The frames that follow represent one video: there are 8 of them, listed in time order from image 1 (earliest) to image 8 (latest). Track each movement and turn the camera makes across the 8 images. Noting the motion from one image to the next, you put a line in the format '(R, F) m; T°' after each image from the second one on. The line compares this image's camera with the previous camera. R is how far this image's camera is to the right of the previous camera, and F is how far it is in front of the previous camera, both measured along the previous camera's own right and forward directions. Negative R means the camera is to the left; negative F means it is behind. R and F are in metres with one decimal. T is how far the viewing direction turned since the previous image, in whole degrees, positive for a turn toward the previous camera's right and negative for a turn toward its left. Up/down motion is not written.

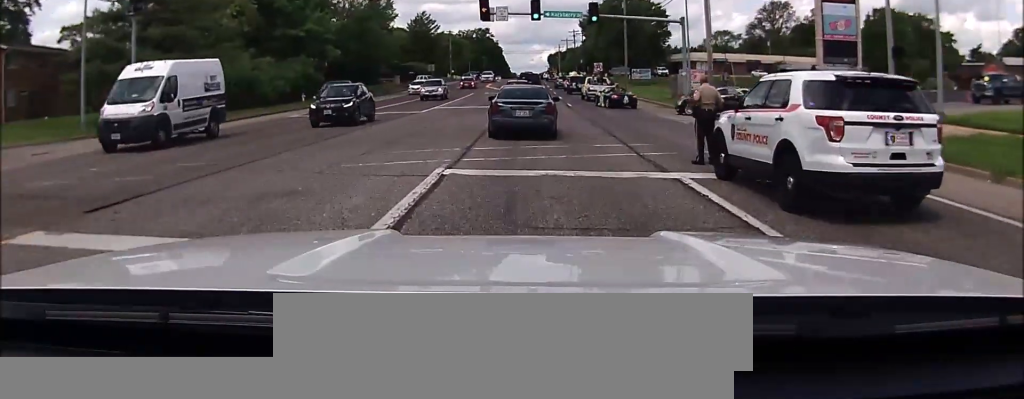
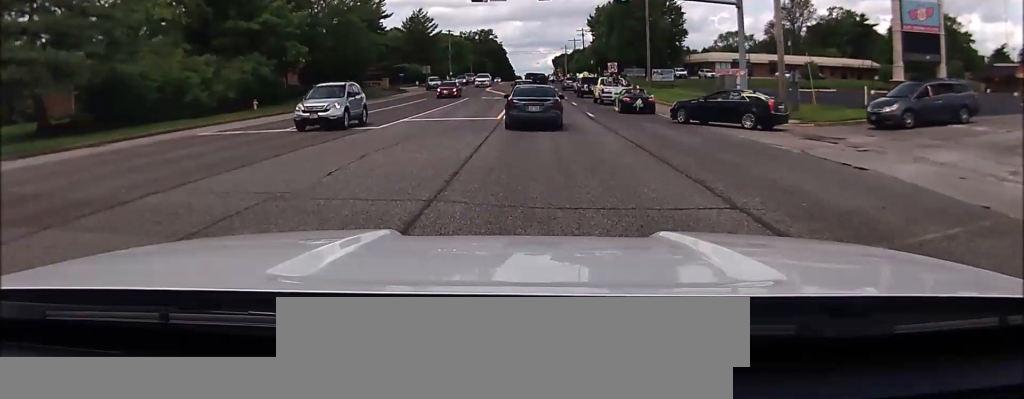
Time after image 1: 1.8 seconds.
(-0.3, +11.8) m; 0°
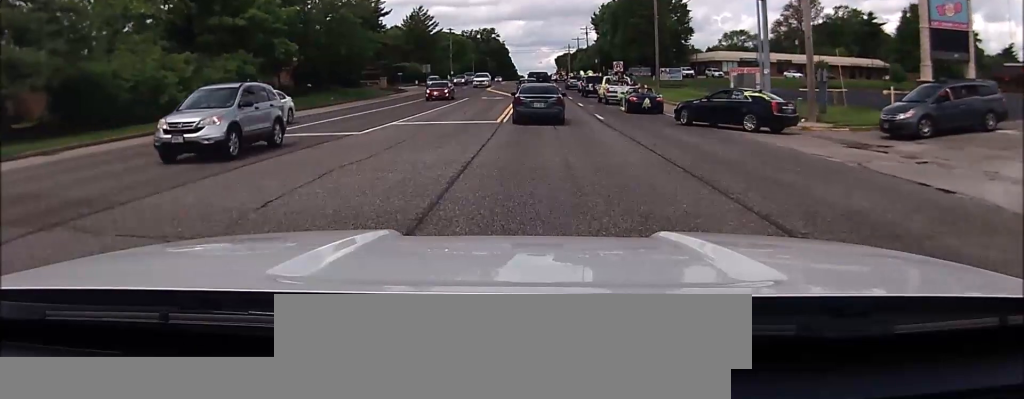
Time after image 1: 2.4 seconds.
(+0.2, +3.6) m; +1°
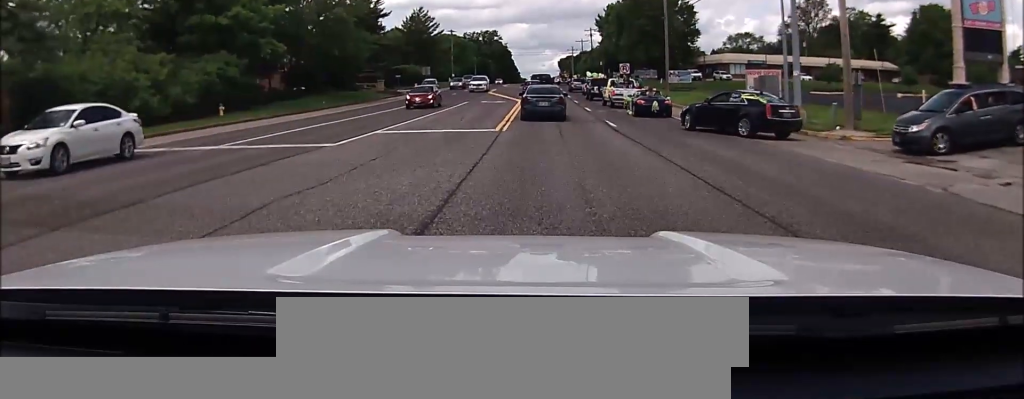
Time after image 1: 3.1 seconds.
(-0.3, +3.9) m; -2°
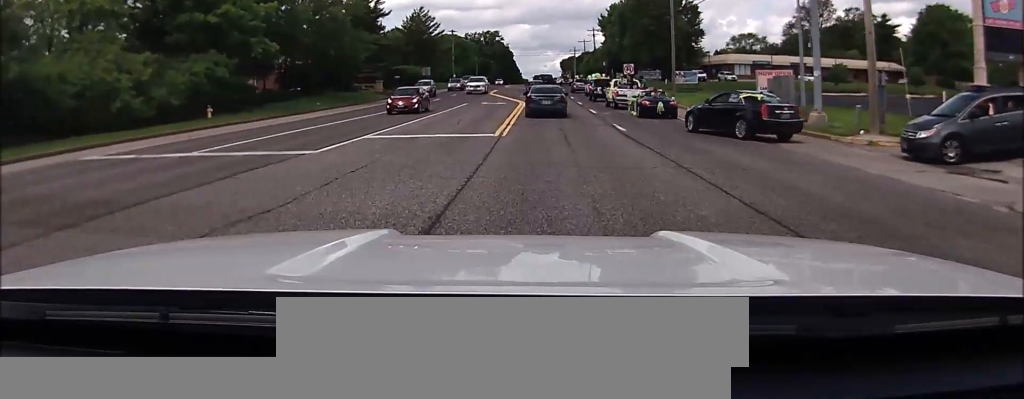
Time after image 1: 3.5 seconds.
(0.0, +2.2) m; -1°
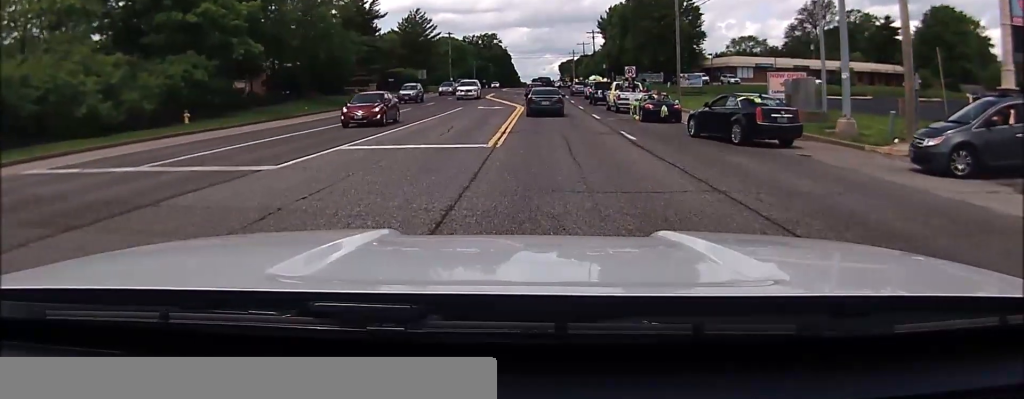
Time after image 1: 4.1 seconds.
(0.0, +2.7) m; 0°
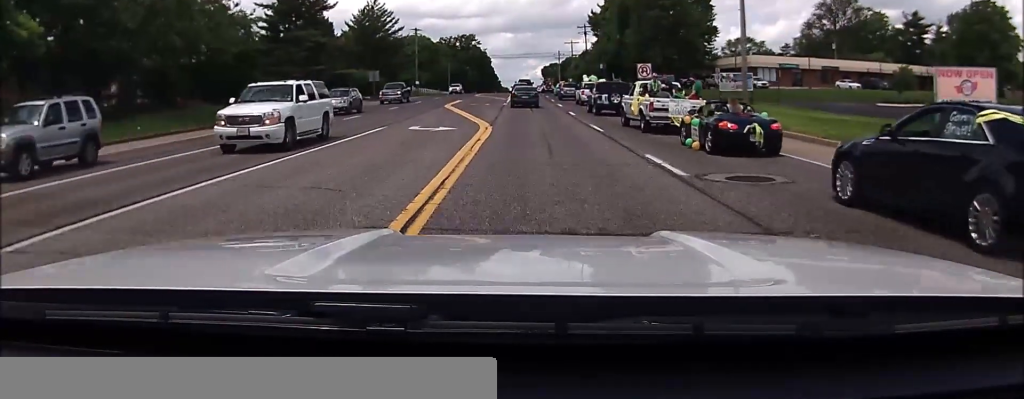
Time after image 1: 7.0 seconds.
(0.0, +17.1) m; +3°
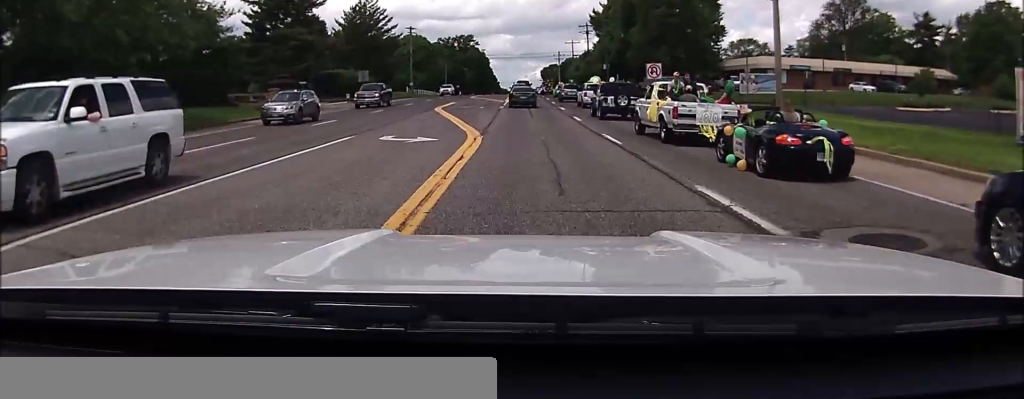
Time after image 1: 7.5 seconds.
(+0.1, +4.3) m; +1°
